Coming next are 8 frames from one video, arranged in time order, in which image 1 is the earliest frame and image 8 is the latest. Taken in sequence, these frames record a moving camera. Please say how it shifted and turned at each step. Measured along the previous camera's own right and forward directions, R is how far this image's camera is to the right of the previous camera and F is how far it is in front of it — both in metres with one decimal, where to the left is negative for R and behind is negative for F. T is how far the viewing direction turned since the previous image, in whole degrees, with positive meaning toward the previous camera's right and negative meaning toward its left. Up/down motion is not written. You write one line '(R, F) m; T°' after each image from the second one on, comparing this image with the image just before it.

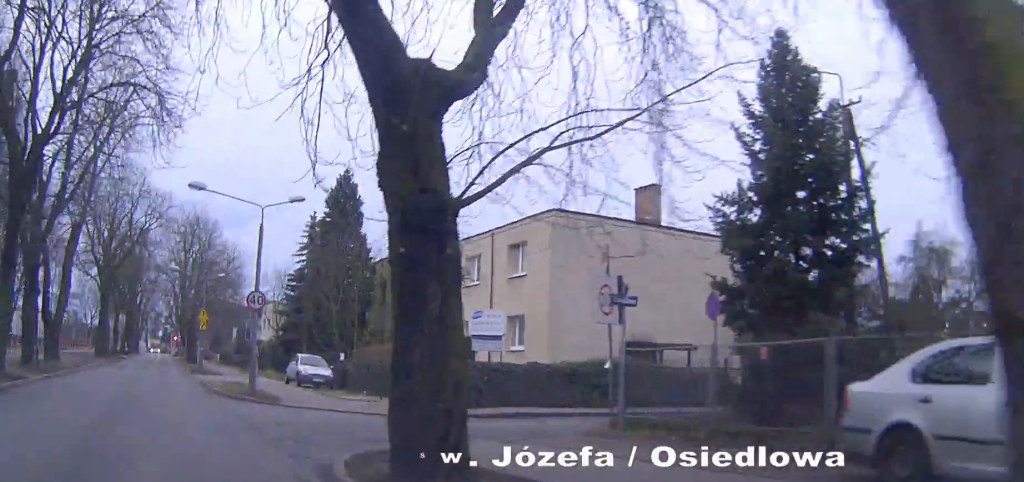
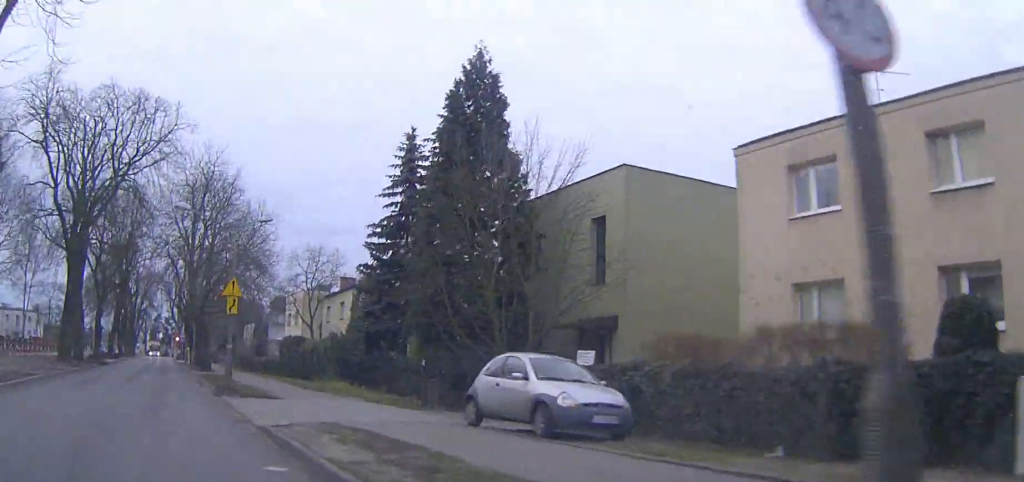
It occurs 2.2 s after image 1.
(+0.5, +20.4) m; +3°
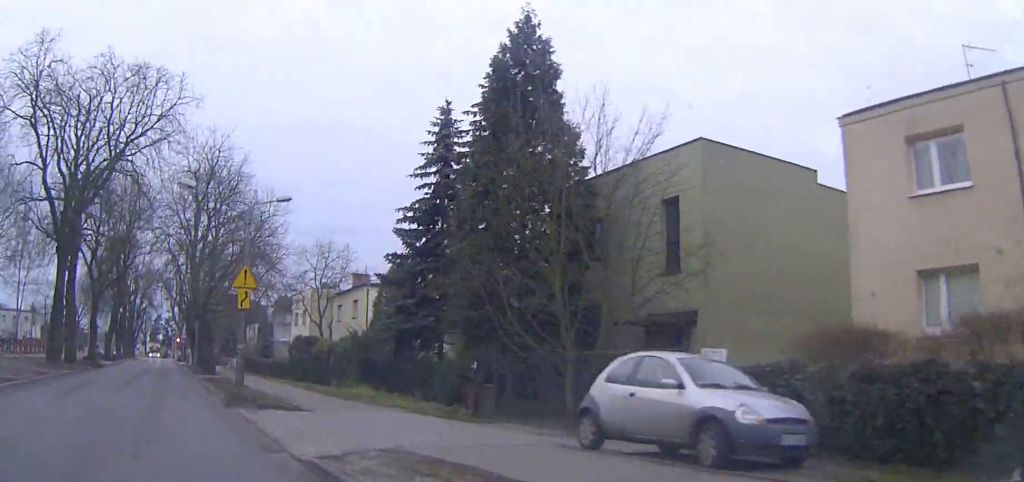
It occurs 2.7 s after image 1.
(0.0, +4.1) m; +1°
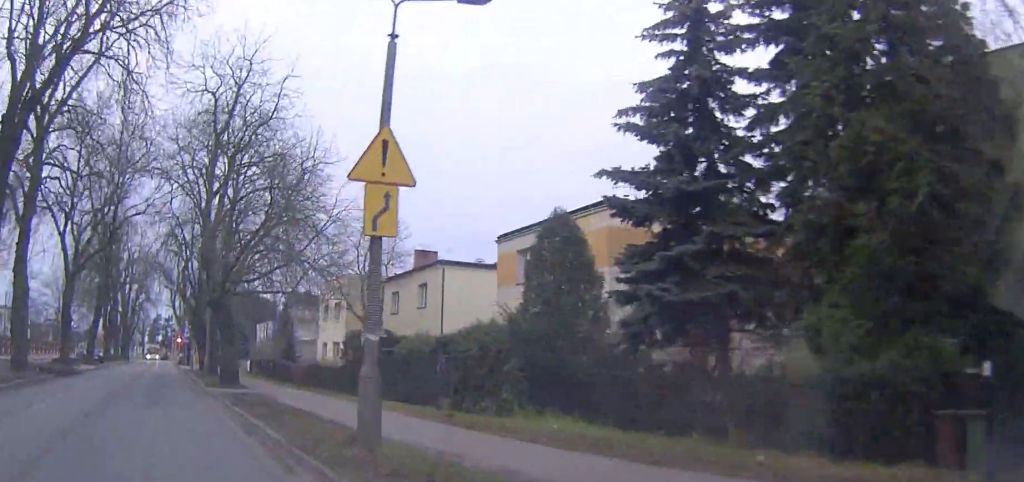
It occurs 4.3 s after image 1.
(+0.1, +15.0) m; +2°
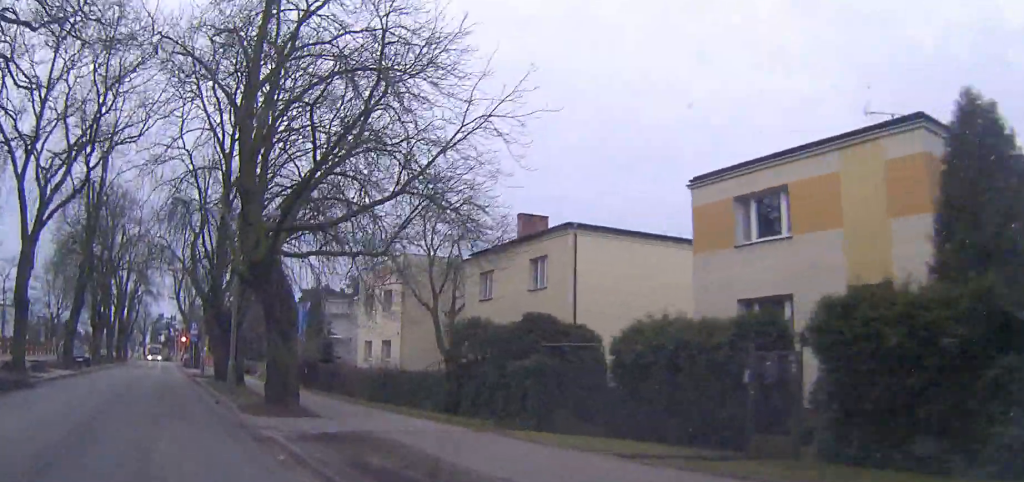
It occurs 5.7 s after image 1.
(+0.2, +13.3) m; 0°
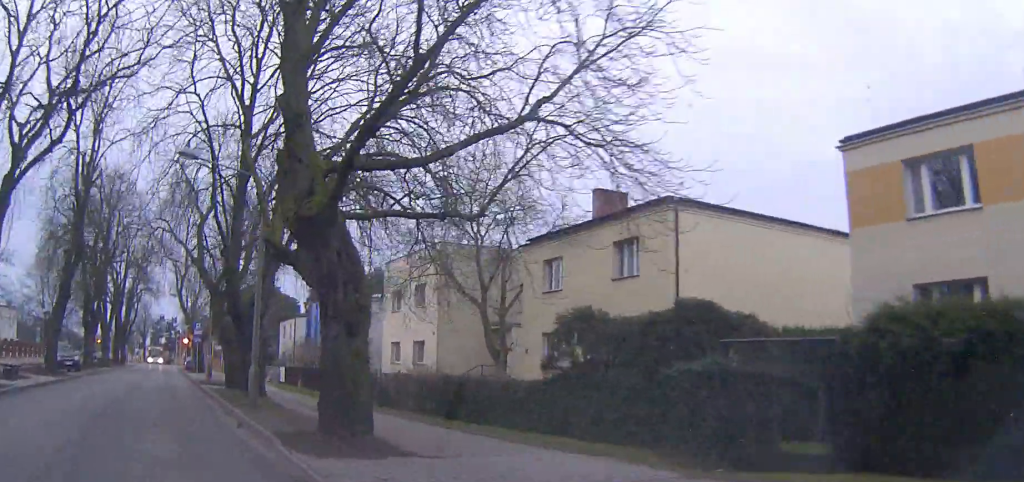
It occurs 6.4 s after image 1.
(0.0, +6.0) m; -3°
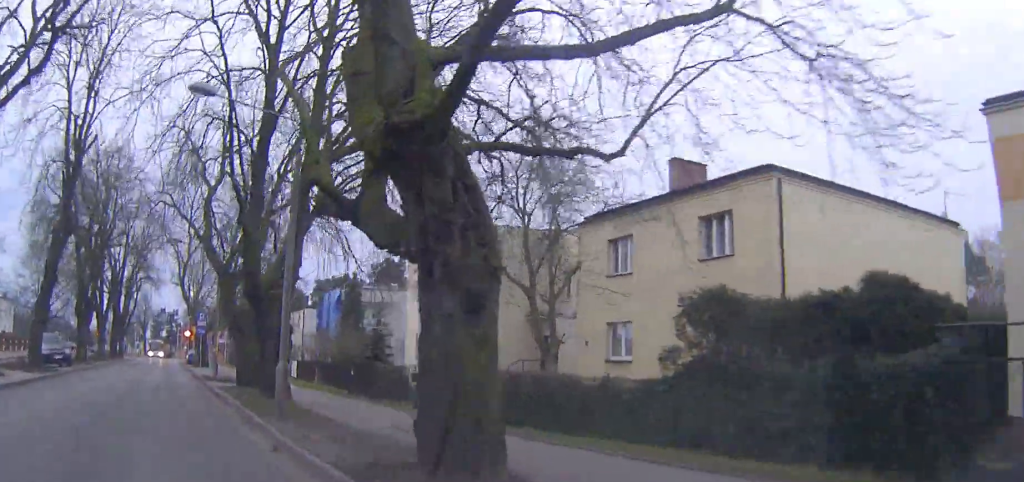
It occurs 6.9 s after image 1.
(-0.1, +4.3) m; -3°
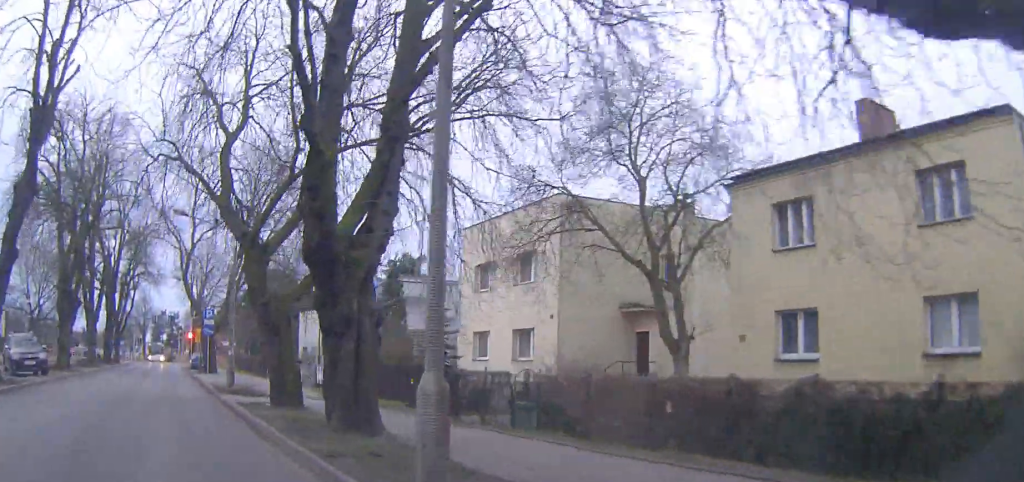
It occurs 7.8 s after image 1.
(-0.4, +7.3) m; -5°
